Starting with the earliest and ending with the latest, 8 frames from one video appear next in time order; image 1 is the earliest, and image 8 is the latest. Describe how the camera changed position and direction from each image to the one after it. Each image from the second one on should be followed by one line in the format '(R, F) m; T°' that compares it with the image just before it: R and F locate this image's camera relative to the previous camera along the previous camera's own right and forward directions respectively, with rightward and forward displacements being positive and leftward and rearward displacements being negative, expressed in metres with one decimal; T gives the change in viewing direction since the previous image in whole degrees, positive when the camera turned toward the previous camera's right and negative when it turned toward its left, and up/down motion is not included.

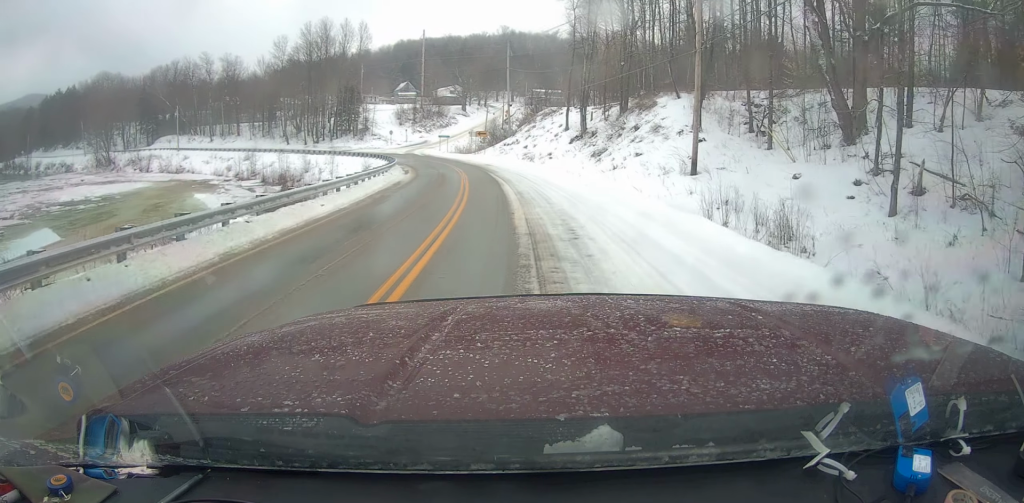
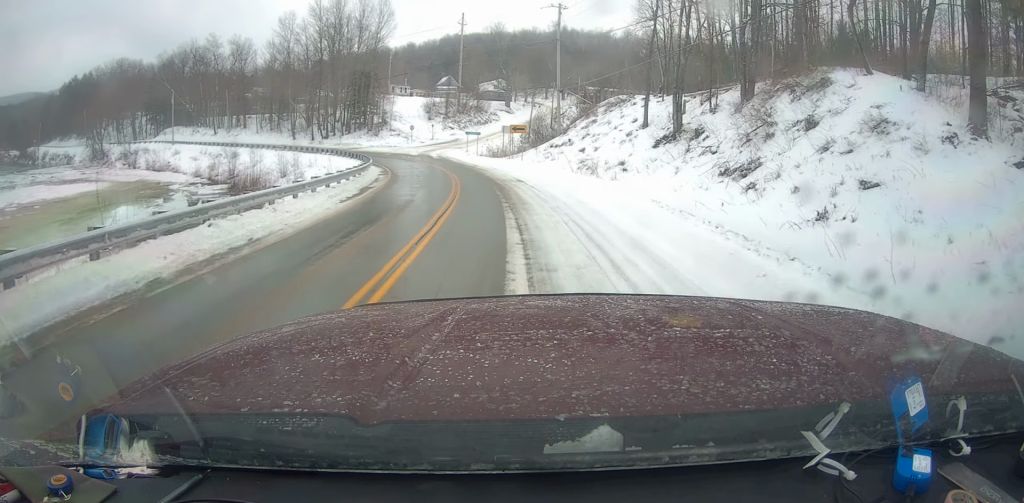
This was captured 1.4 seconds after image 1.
(-0.5, +20.1) m; -4°
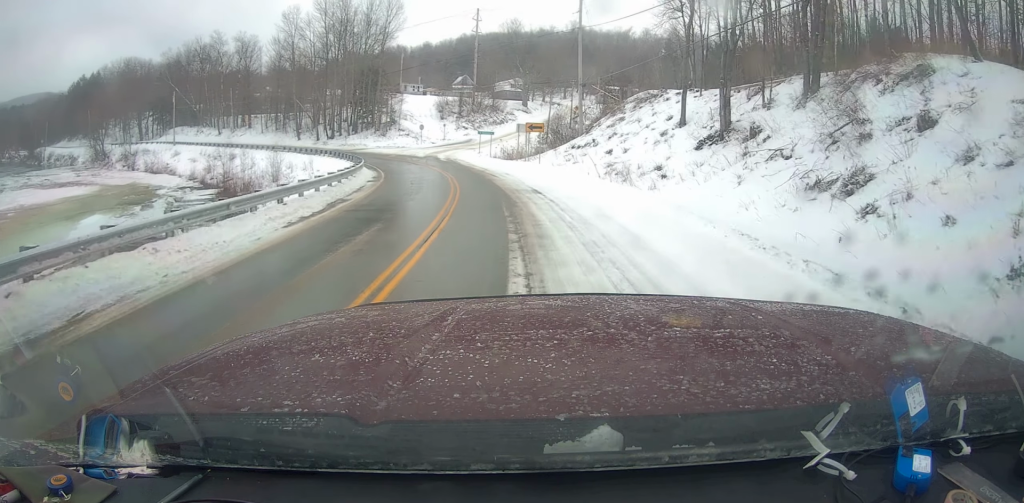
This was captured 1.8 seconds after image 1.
(-0.1, +5.6) m; -2°
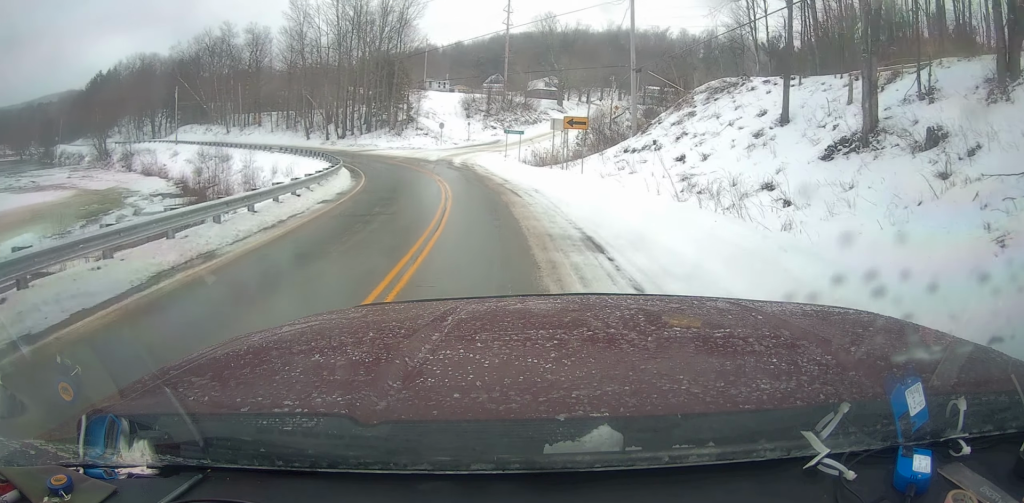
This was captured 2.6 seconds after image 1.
(-0.3, +10.2) m; -3°
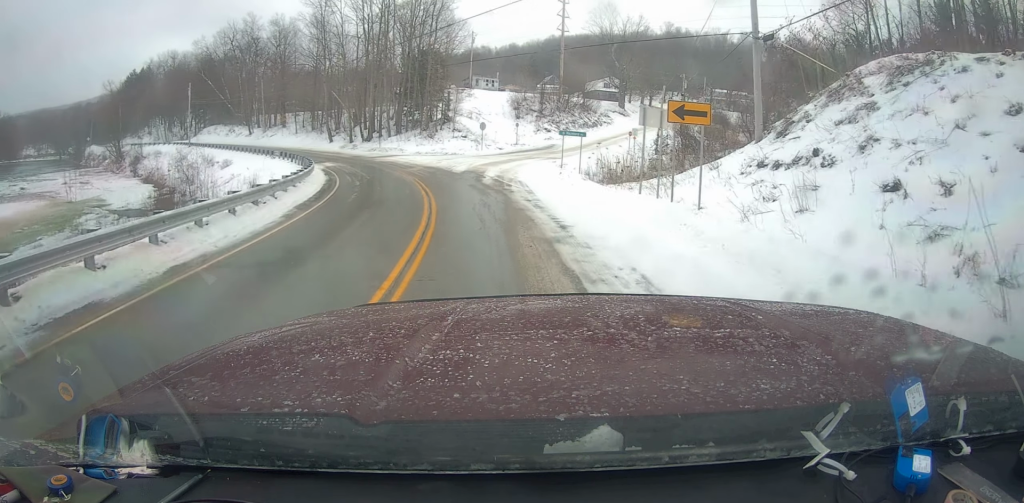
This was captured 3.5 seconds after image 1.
(-0.5, +12.6) m; -6°
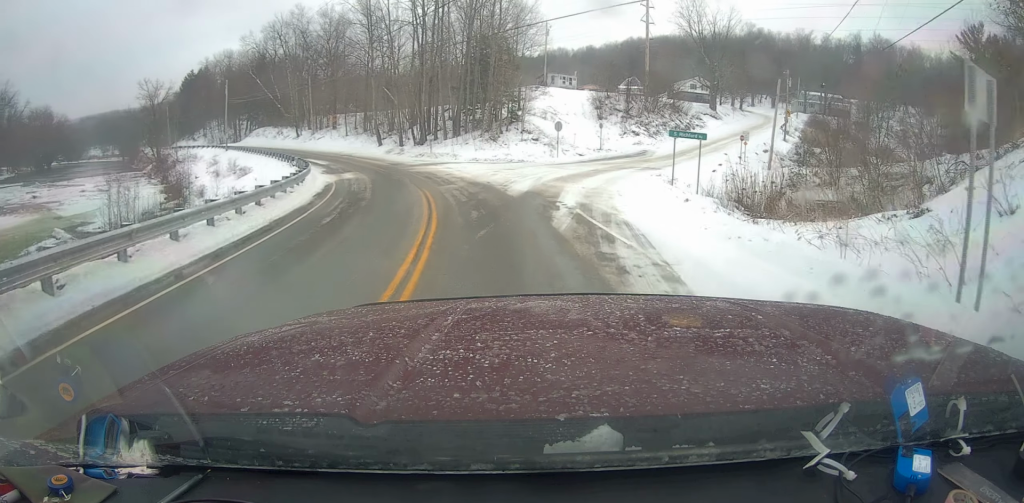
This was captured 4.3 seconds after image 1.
(-0.5, +11.5) m; -7°
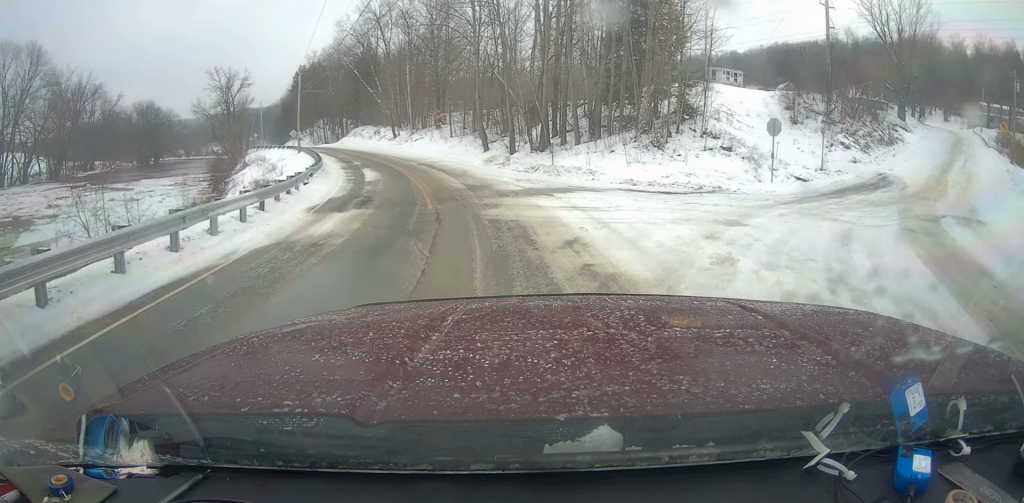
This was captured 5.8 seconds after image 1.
(-2.7, +18.4) m; -15°
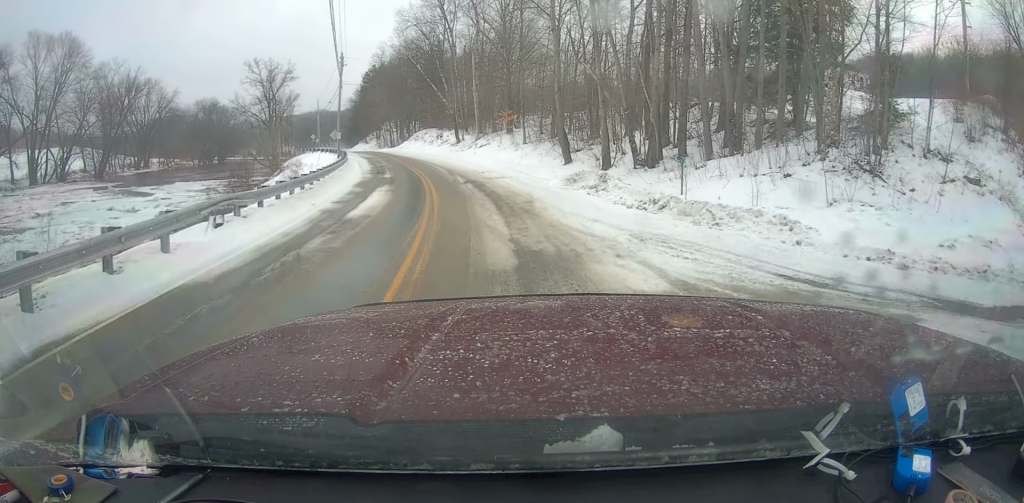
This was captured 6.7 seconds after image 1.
(-0.9, +12.3) m; -7°
